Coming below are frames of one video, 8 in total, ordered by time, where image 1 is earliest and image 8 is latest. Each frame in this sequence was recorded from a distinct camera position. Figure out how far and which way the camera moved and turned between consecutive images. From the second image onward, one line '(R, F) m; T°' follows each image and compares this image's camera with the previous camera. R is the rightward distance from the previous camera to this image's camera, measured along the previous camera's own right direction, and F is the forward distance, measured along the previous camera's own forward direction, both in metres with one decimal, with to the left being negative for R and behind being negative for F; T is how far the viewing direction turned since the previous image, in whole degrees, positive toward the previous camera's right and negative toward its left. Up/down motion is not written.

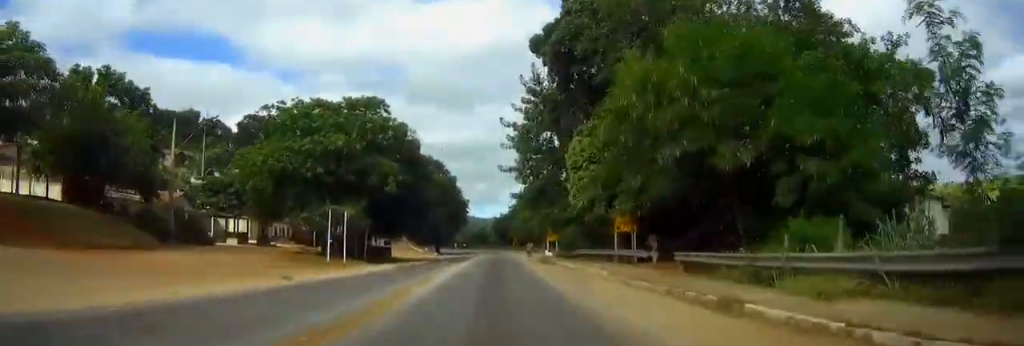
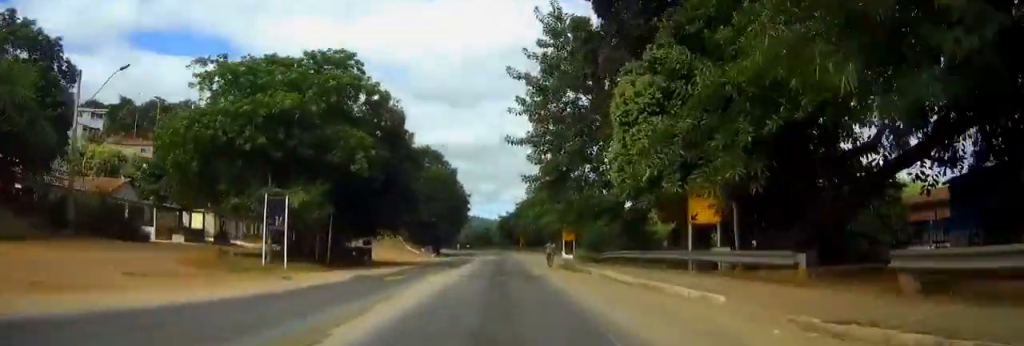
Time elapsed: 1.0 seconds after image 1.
(0.0, +12.1) m; 0°
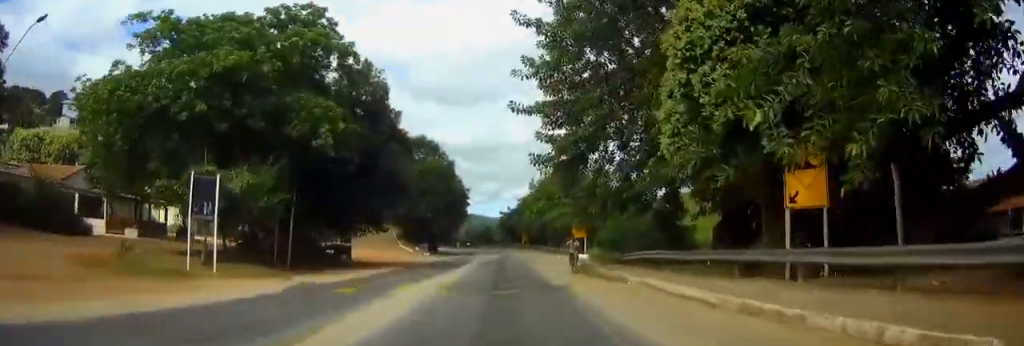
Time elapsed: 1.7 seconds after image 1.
(0.0, +7.2) m; 0°
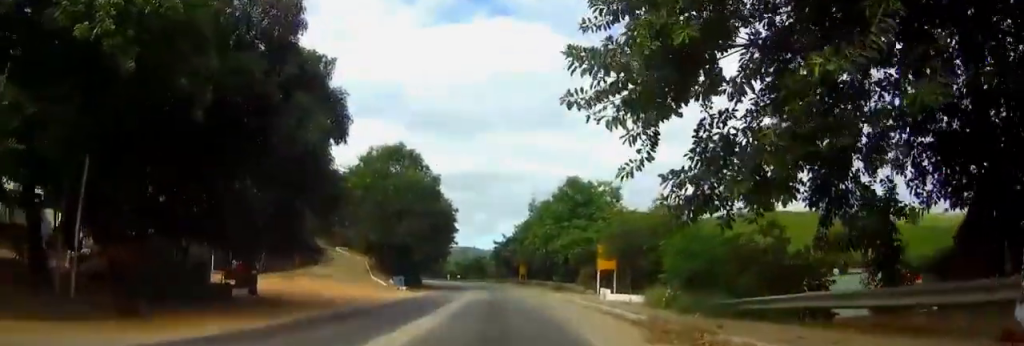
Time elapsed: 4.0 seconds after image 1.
(0.0, +15.9) m; 0°
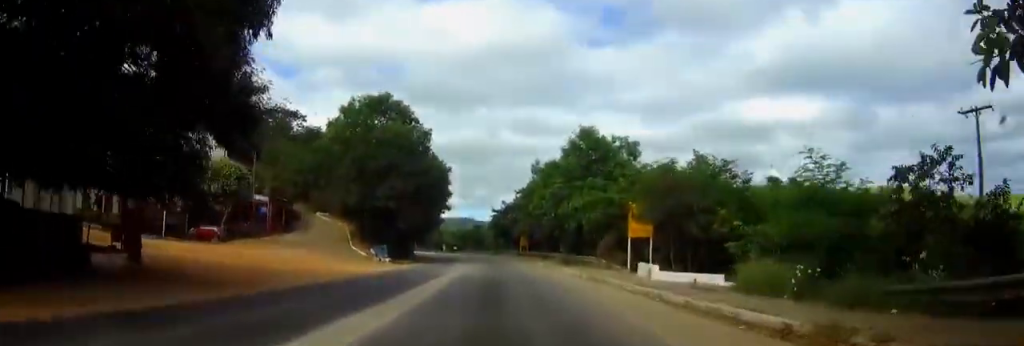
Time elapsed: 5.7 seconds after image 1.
(0.0, +9.9) m; 0°
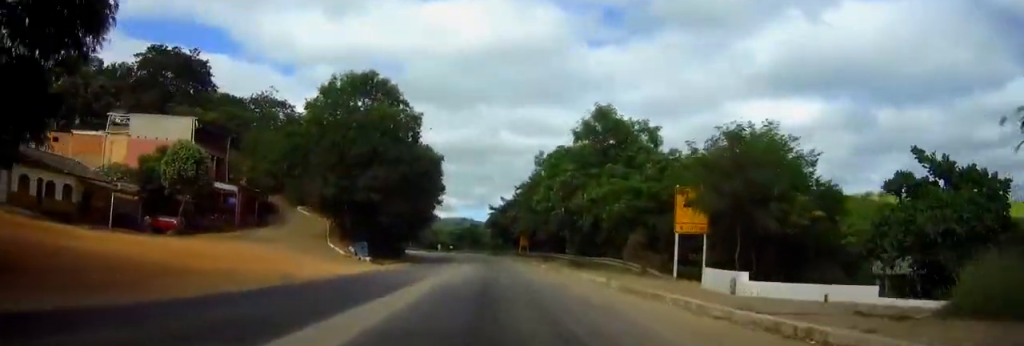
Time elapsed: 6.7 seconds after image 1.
(0.0, +8.3) m; +1°
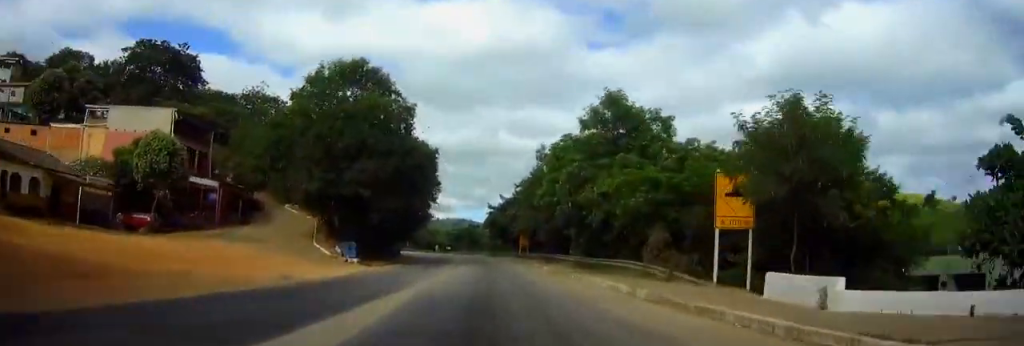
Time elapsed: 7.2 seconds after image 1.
(+0.1, +4.6) m; +1°
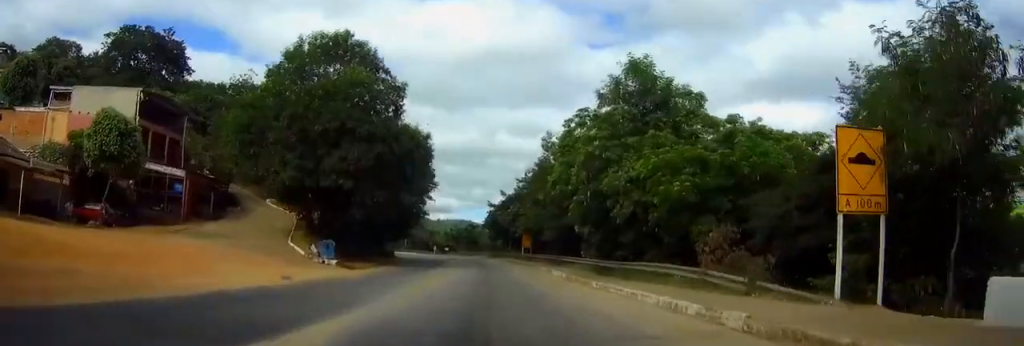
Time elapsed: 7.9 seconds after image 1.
(+0.1, +7.1) m; 0°
